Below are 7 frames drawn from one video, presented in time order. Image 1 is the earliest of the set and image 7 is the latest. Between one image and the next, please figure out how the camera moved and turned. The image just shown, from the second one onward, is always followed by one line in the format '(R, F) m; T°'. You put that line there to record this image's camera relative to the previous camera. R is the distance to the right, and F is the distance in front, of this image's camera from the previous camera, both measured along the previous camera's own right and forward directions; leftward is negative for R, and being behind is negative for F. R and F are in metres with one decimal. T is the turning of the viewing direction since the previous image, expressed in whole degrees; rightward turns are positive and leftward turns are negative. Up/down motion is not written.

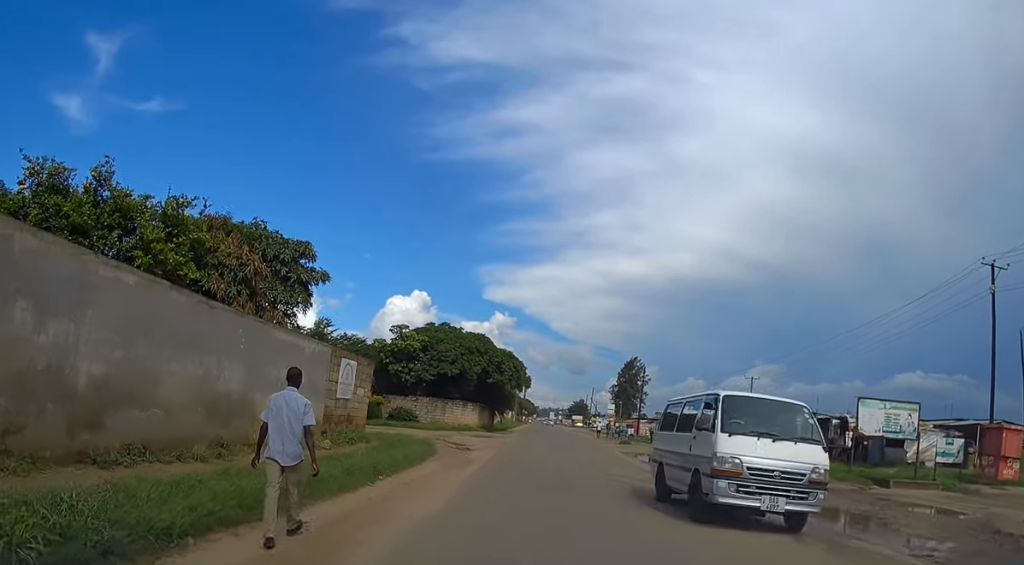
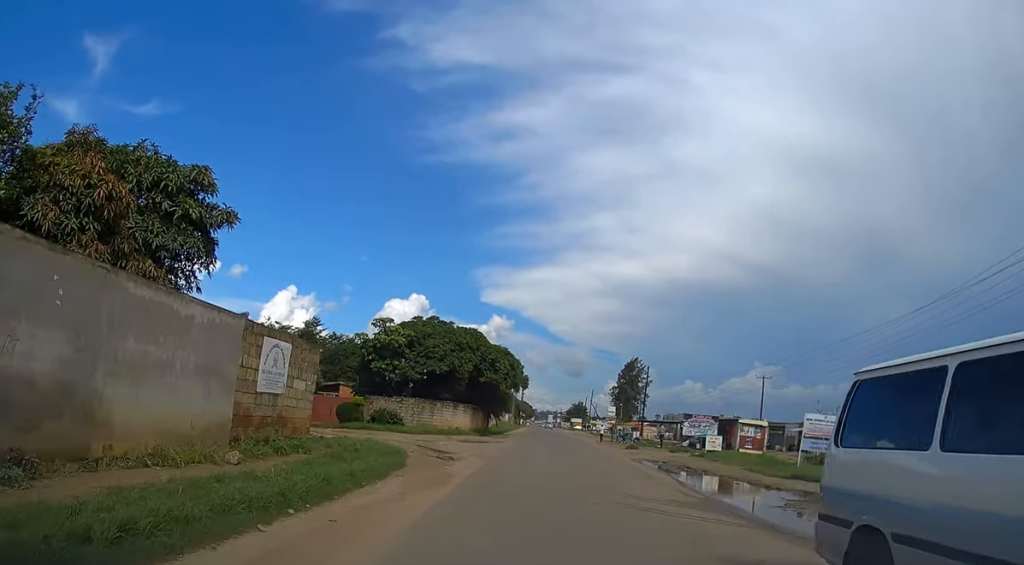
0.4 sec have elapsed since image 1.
(0.0, +5.1) m; 0°
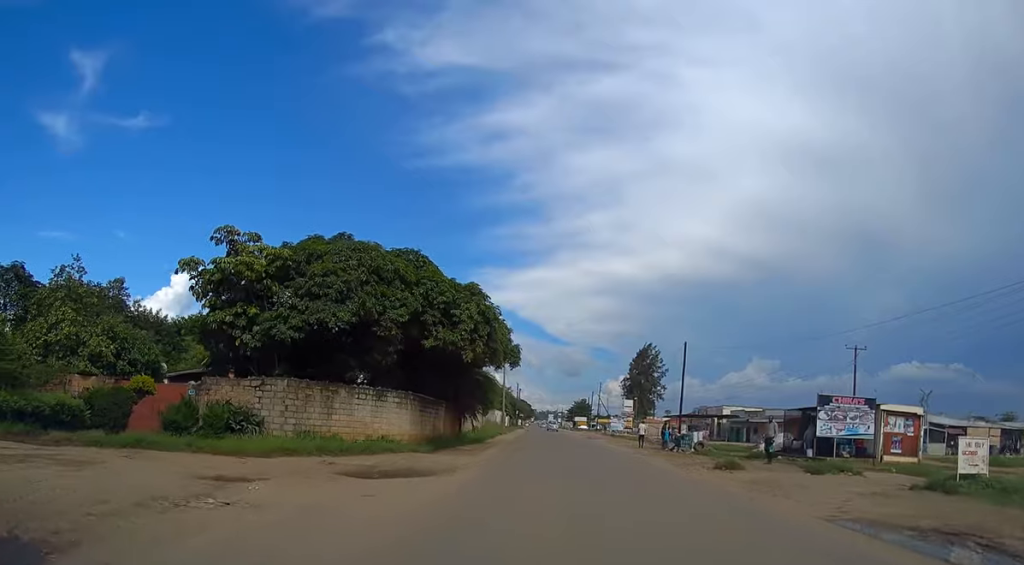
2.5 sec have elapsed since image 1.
(+0.2, +24.6) m; +1°
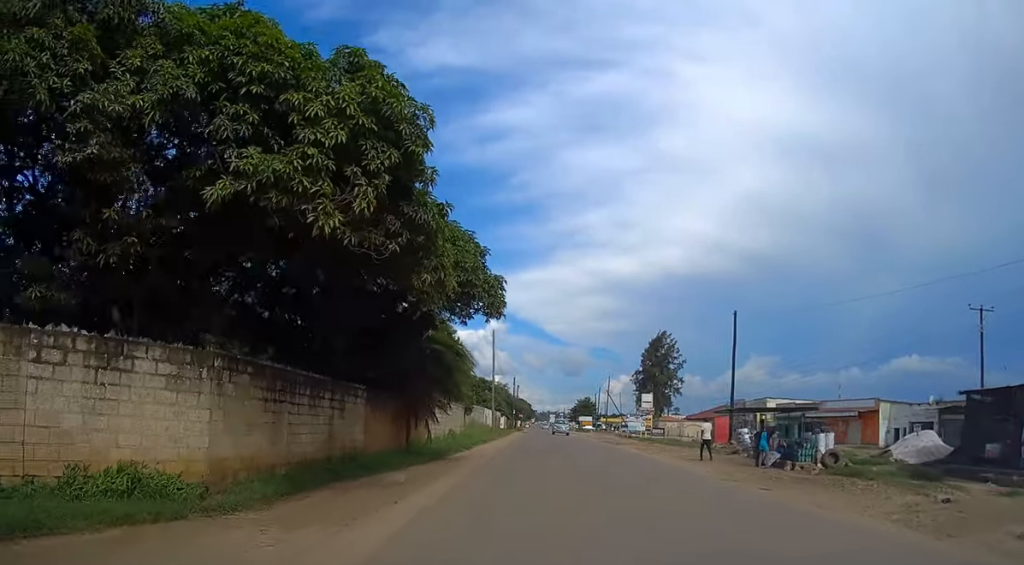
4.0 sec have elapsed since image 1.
(0.0, +18.1) m; -1°
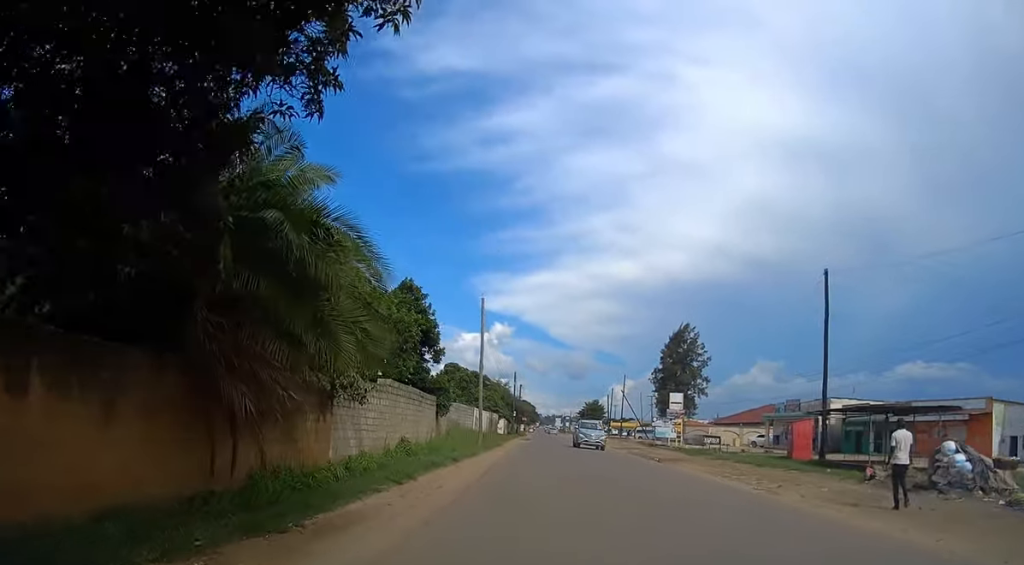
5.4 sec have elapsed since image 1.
(-0.3, +16.4) m; 0°
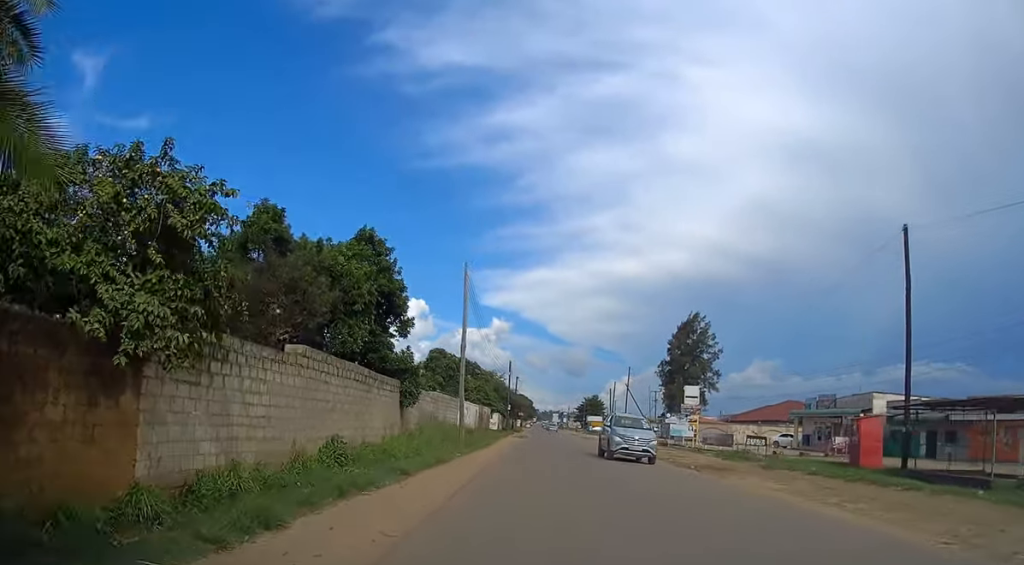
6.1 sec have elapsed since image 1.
(+0.1, +8.7) m; +1°
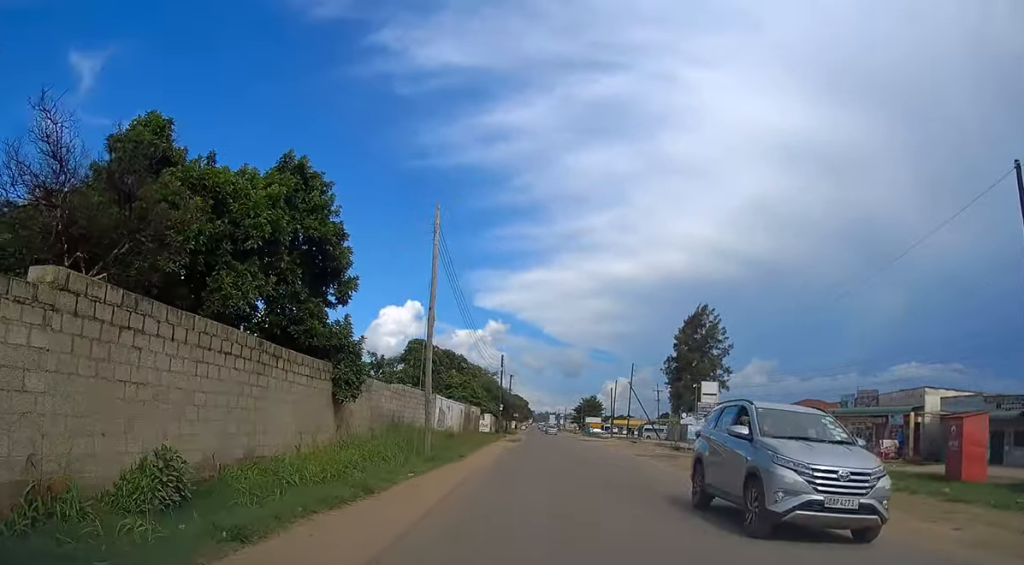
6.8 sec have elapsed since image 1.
(+0.1, +8.2) m; +1°
